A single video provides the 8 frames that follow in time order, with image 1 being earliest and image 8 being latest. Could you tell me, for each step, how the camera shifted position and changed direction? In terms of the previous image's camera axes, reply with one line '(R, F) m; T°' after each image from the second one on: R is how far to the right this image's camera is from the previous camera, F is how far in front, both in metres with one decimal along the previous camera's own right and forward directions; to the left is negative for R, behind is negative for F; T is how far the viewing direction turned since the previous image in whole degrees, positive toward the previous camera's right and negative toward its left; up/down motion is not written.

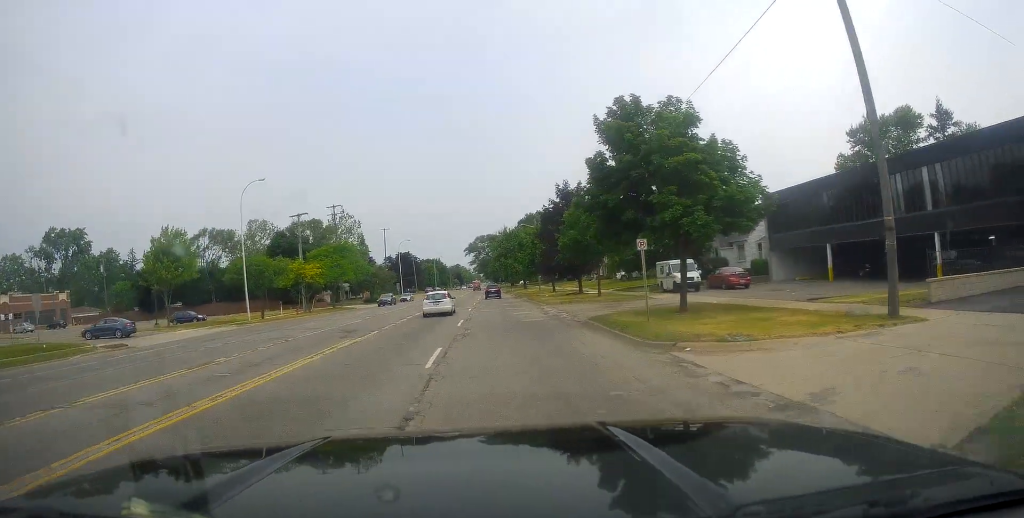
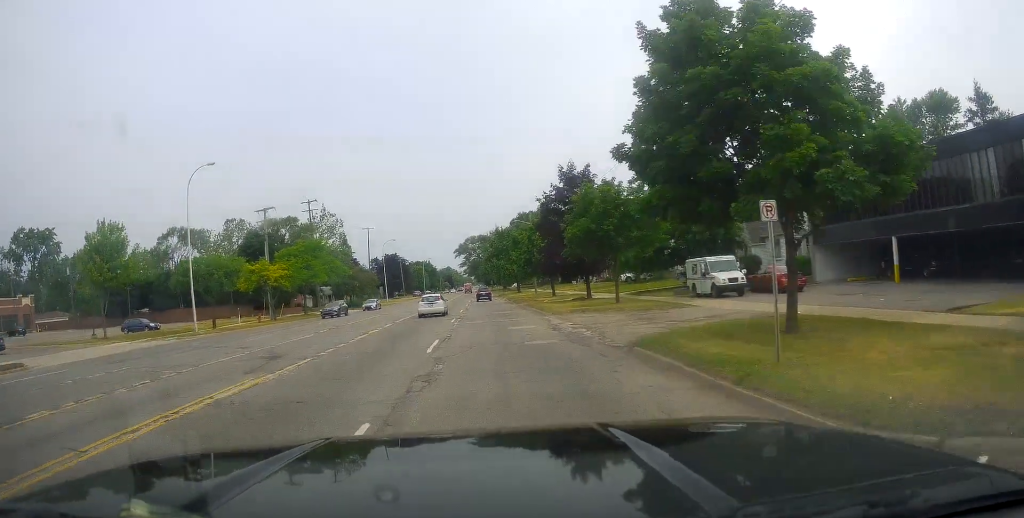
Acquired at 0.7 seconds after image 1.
(+0.2, +8.2) m; +1°
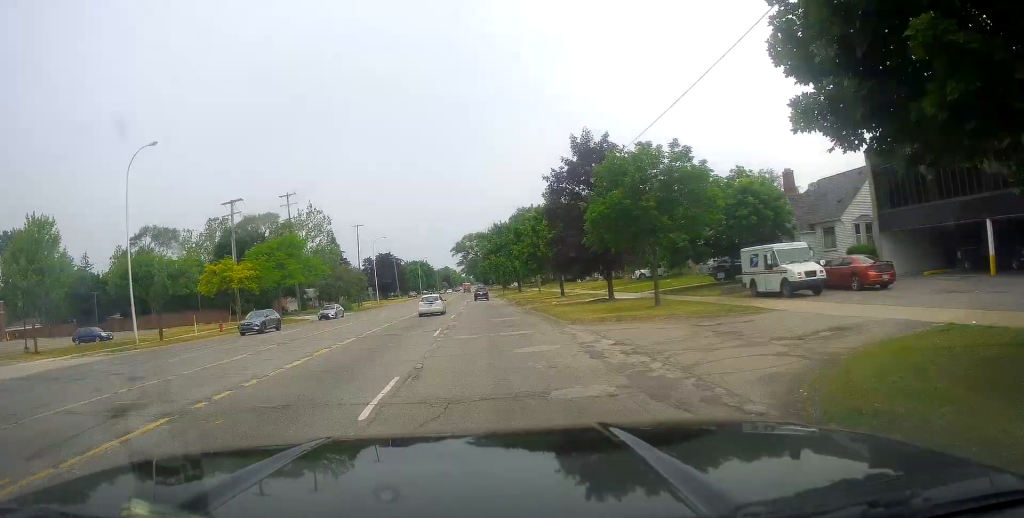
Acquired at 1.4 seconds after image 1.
(0.0, +7.6) m; 0°
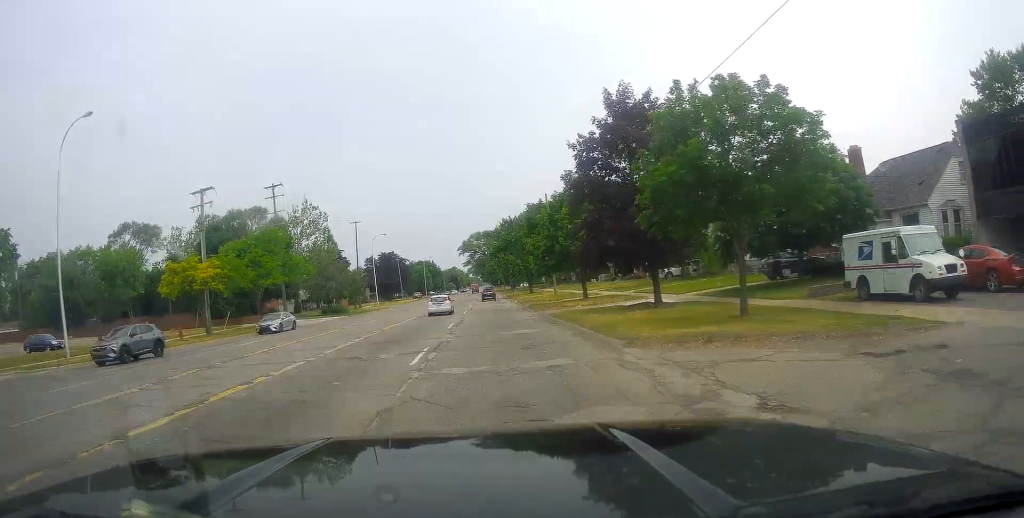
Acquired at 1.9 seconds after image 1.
(0.0, +7.7) m; 0°
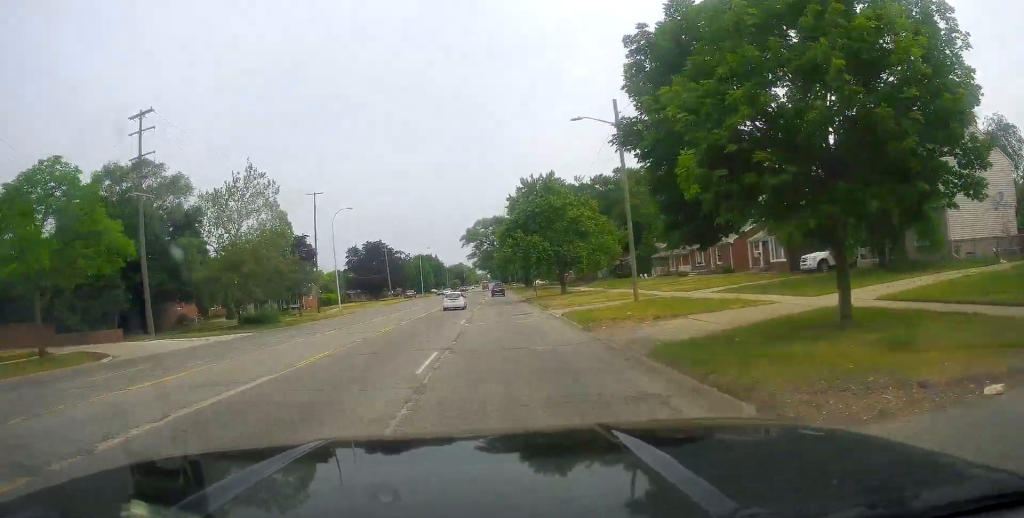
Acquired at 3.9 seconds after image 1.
(-0.5, +29.3) m; -2°
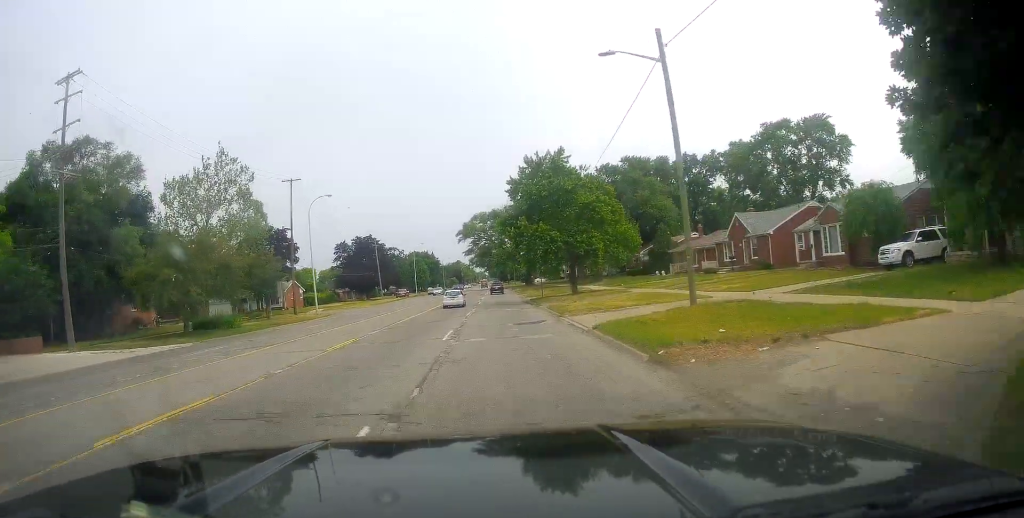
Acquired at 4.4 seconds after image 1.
(-0.1, +8.5) m; 0°
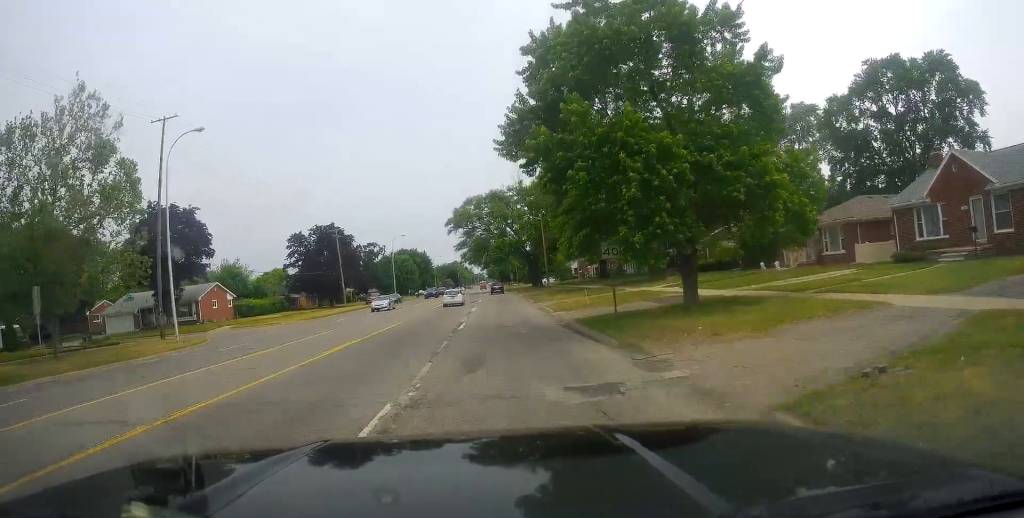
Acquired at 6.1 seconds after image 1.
(-0.6, +28.5) m; -1°
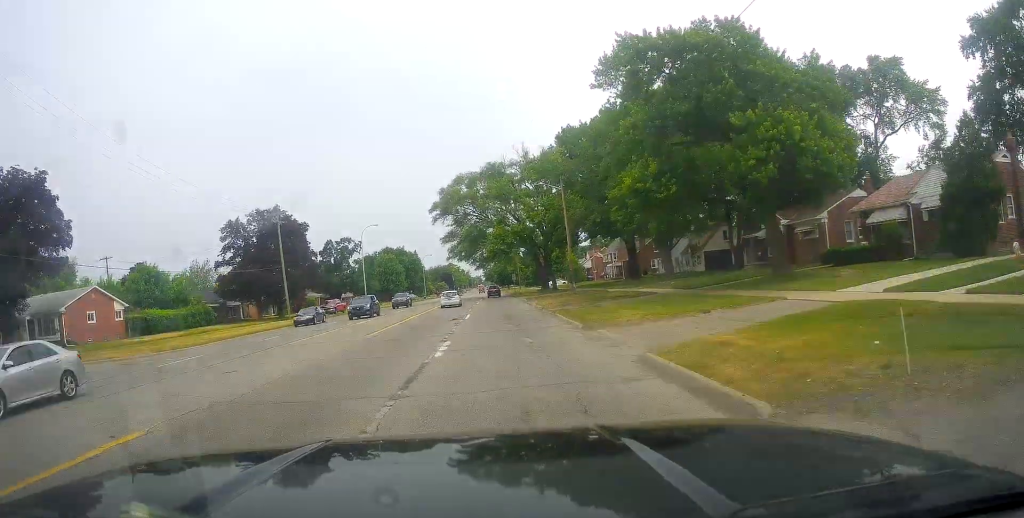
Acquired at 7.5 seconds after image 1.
(+0.4, +24.5) m; 0°
